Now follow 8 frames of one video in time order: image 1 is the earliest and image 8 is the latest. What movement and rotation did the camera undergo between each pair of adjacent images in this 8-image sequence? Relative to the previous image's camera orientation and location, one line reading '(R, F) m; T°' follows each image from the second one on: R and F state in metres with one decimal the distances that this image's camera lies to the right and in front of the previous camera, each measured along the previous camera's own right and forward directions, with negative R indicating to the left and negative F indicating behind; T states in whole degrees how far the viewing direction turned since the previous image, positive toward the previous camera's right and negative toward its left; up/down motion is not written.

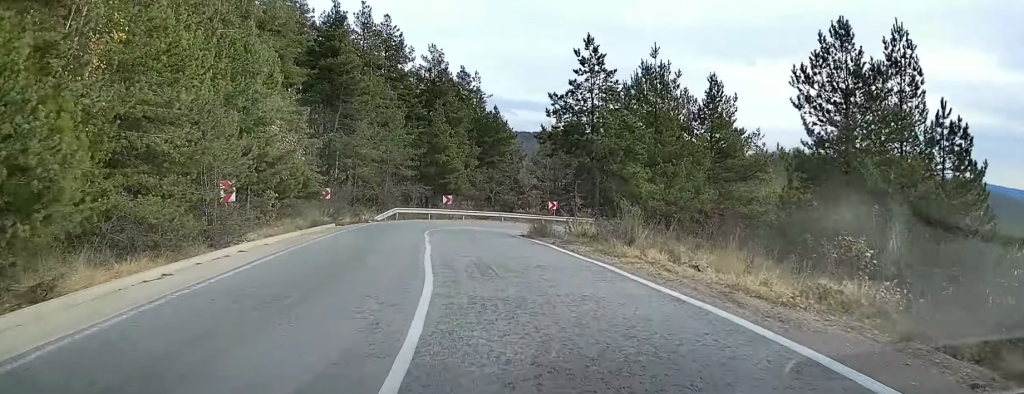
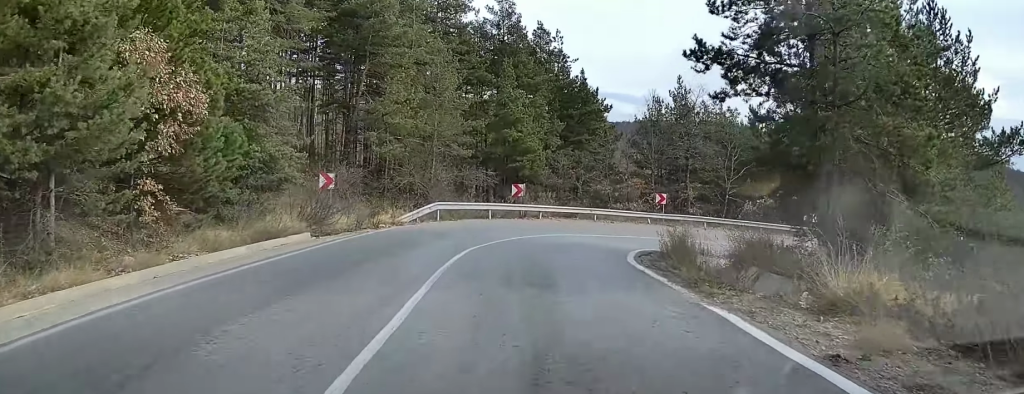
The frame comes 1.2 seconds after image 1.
(-1.1, +14.5) m; -8°
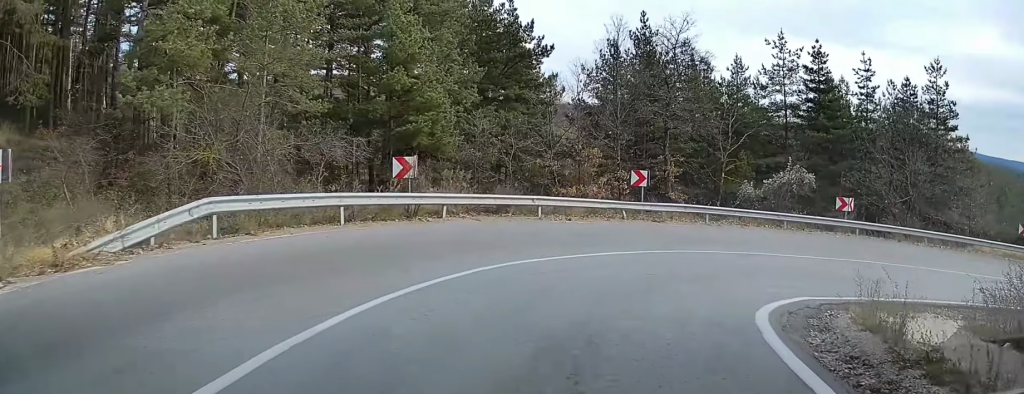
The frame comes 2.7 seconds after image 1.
(0.0, +15.1) m; +11°
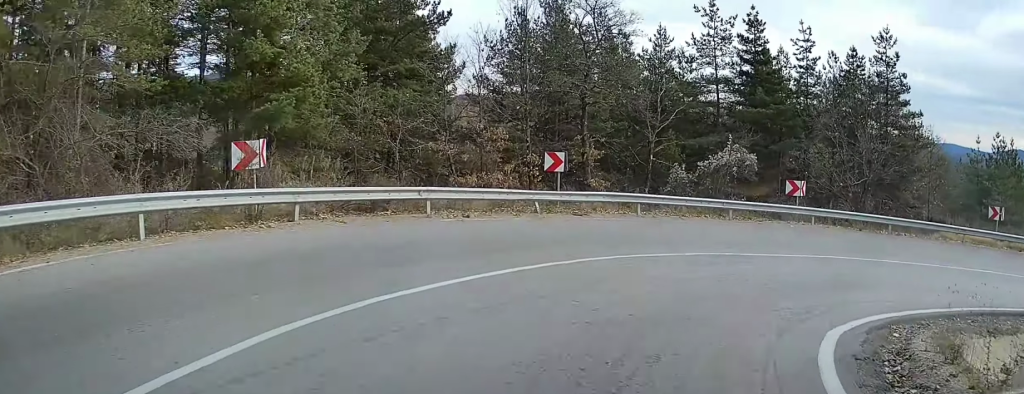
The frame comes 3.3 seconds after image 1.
(+0.1, +4.9) m; +12°
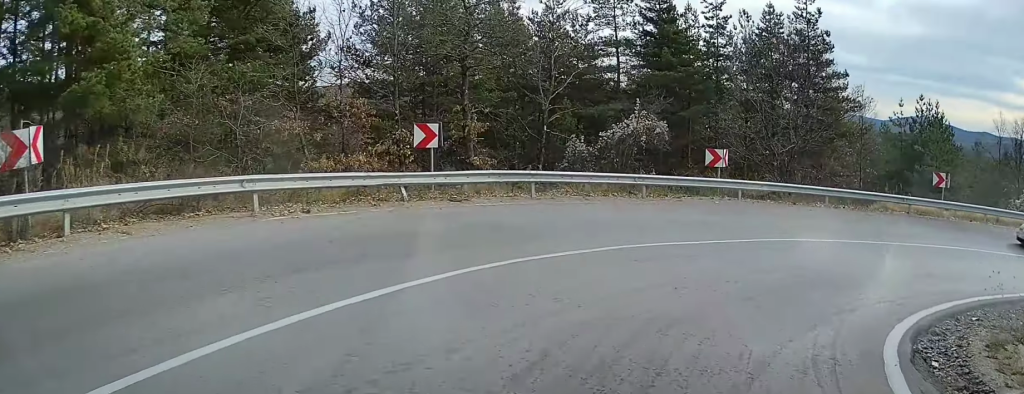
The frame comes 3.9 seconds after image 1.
(+0.8, +3.8) m; +16°
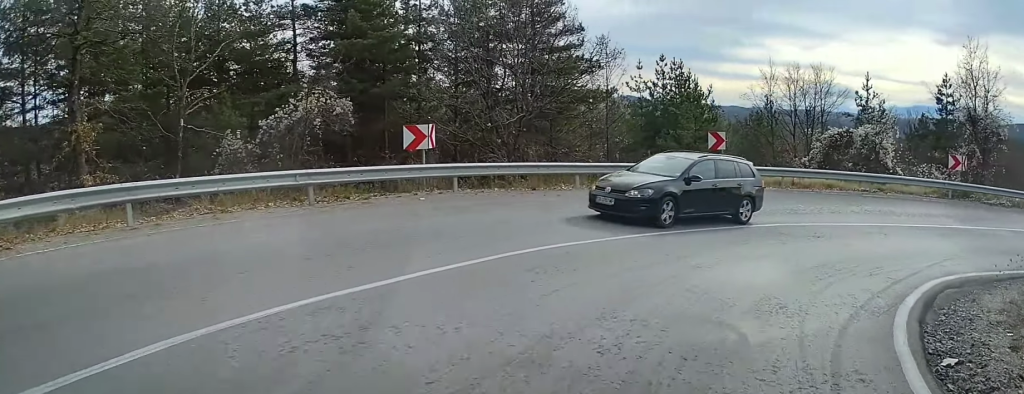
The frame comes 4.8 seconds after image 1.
(+1.6, +6.3) m; +29°
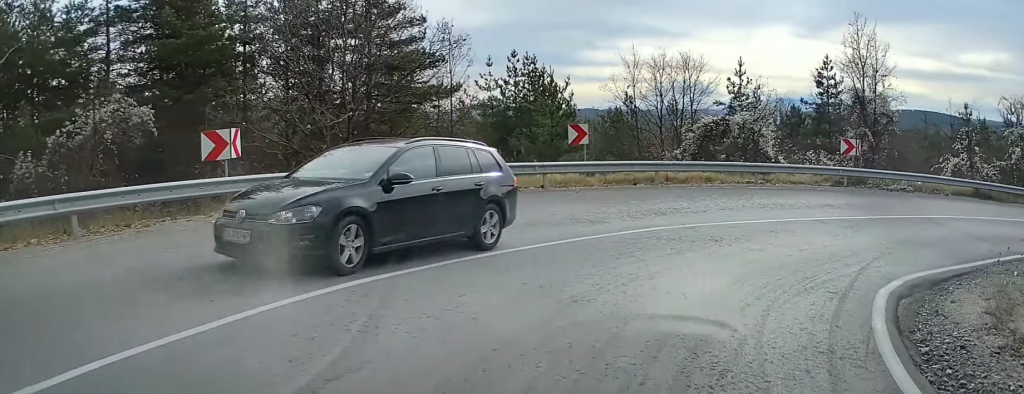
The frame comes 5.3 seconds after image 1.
(-0.1, +2.8) m; +12°
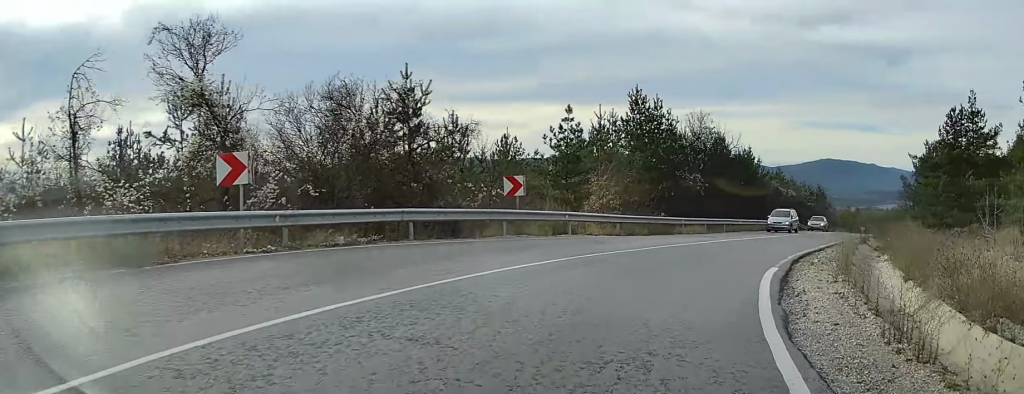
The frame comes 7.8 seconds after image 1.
(+11.7, +18.1) m; +58°
